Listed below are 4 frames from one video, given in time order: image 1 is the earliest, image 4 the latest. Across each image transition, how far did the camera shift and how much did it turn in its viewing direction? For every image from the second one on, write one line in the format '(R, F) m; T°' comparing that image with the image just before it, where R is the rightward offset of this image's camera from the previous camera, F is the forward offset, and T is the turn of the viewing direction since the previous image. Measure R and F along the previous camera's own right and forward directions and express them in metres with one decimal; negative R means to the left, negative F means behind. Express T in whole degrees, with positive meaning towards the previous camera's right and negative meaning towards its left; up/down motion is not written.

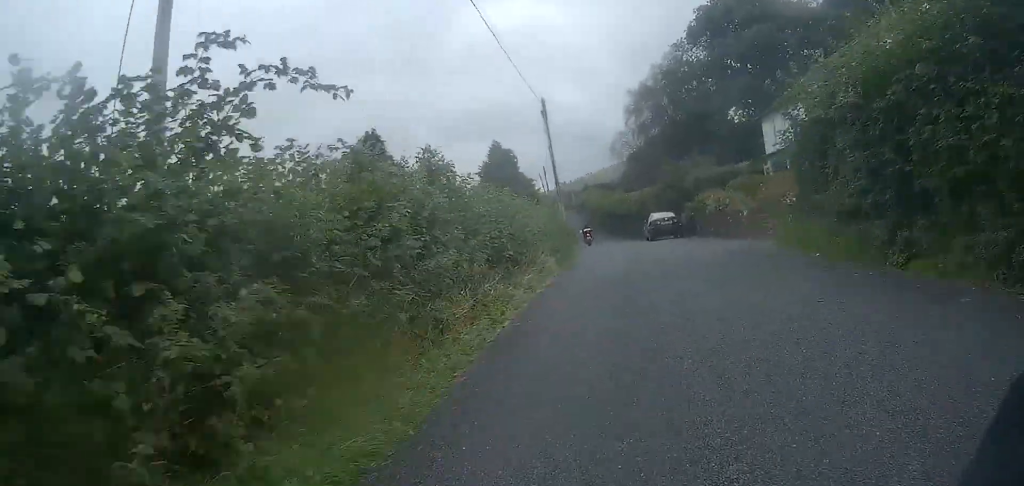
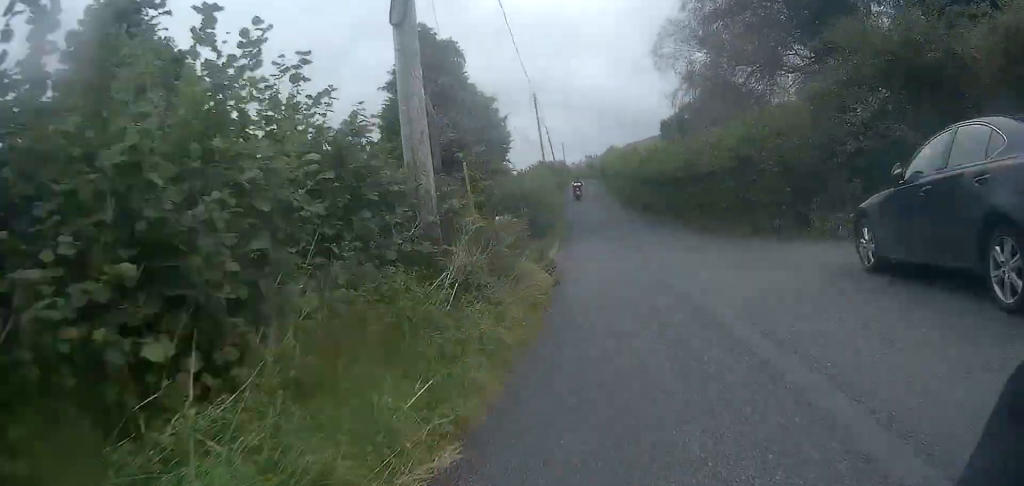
(+0.1, +27.9) m; -1°
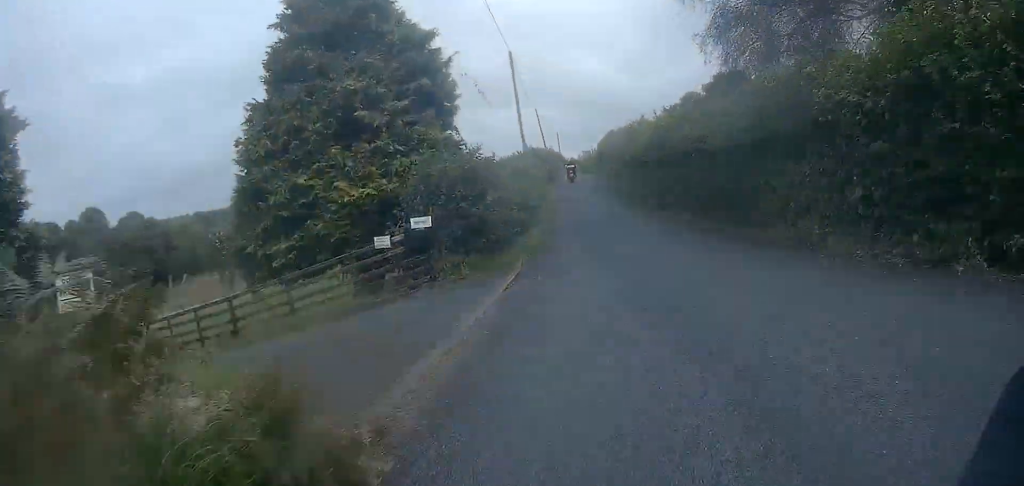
(-0.1, +9.3) m; -1°
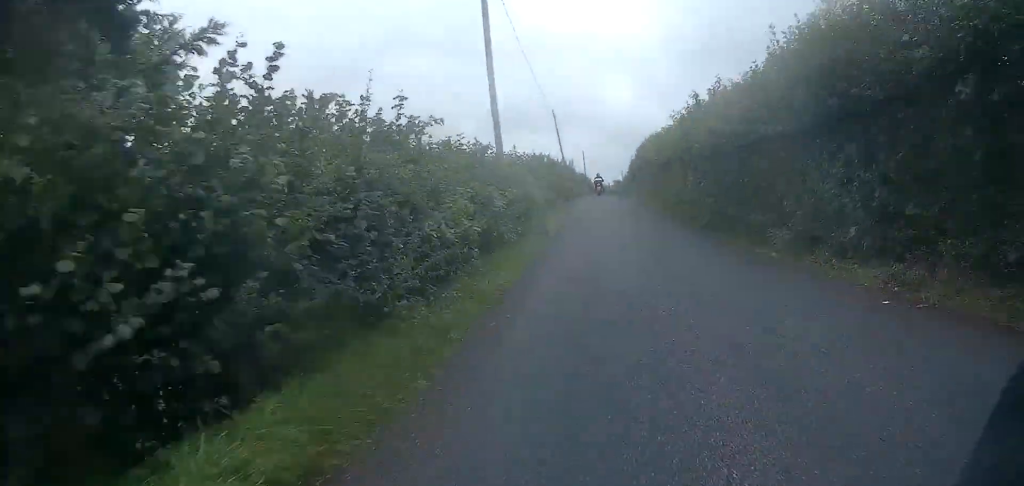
(0.0, +14.0) m; -1°
